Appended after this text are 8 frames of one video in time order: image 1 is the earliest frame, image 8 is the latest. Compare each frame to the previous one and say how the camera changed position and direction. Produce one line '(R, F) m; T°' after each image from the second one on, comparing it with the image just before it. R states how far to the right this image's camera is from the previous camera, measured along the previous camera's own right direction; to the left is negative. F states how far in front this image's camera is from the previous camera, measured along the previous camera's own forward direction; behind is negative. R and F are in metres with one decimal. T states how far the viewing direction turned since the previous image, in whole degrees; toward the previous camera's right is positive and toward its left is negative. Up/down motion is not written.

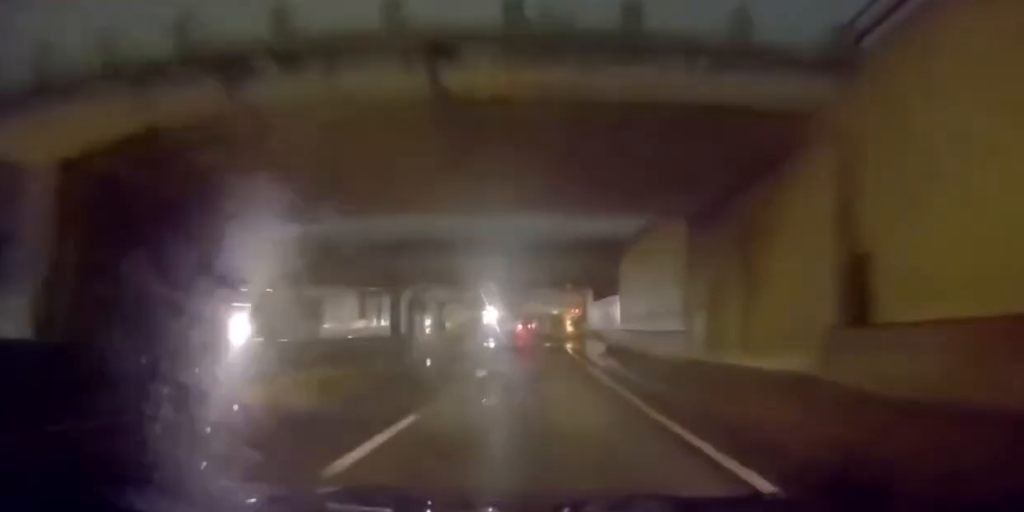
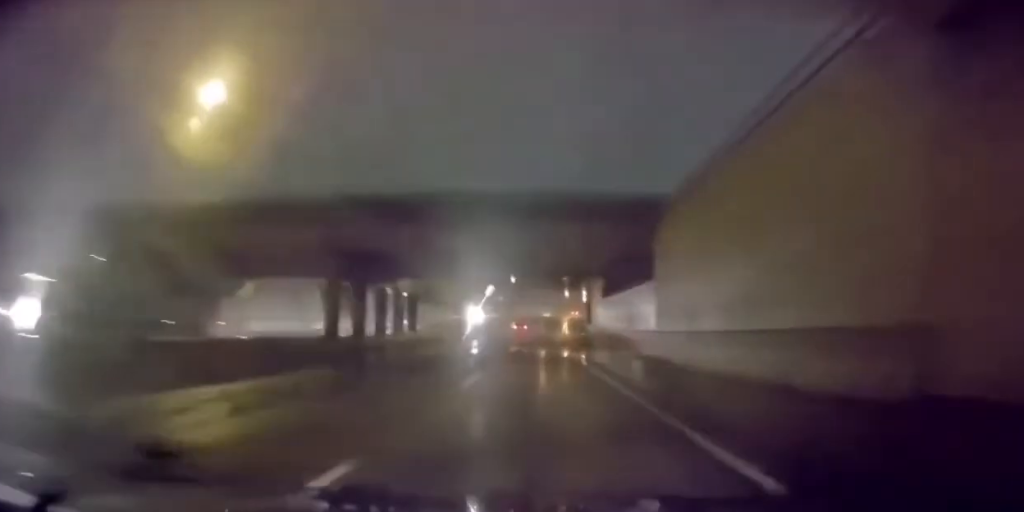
(-0.3, +14.9) m; 0°
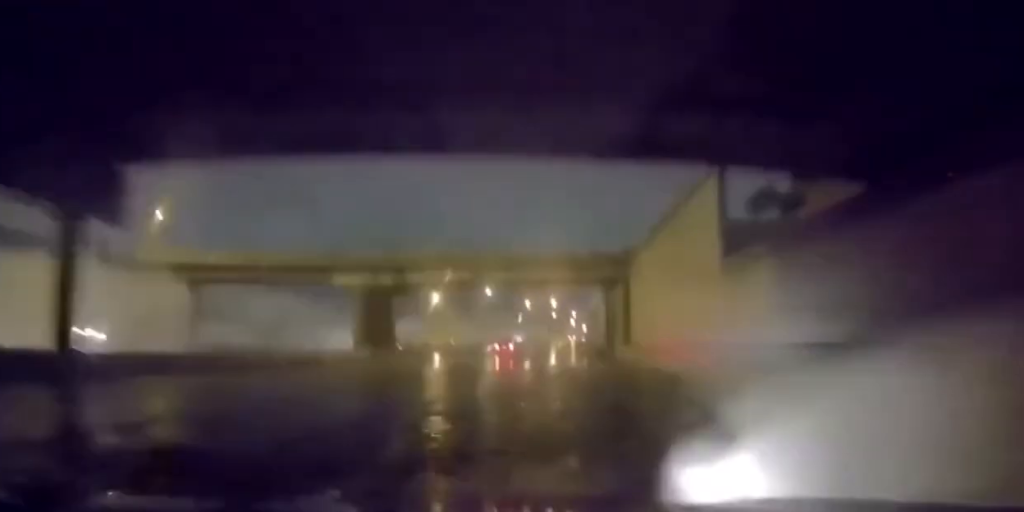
(+0.2, +46.5) m; +1°
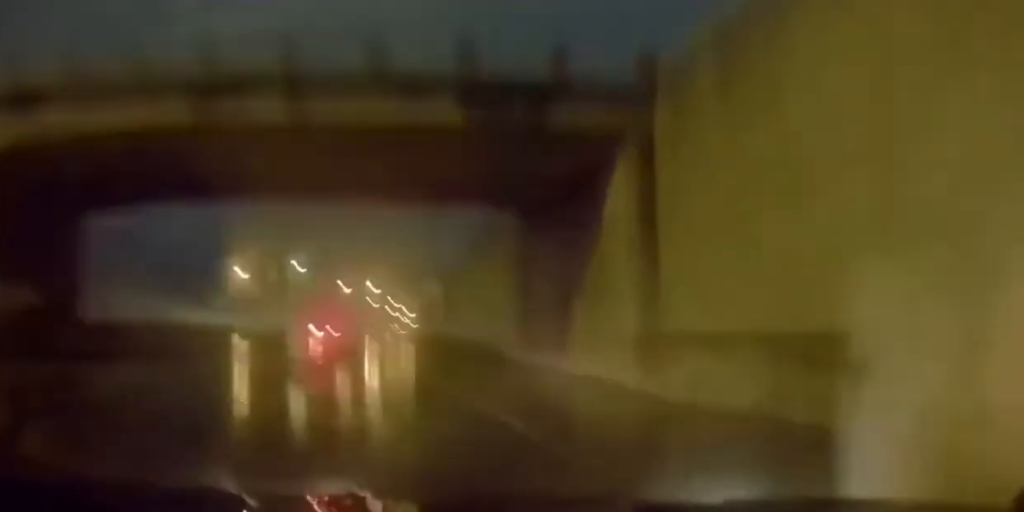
(-0.1, +34.5) m; 0°
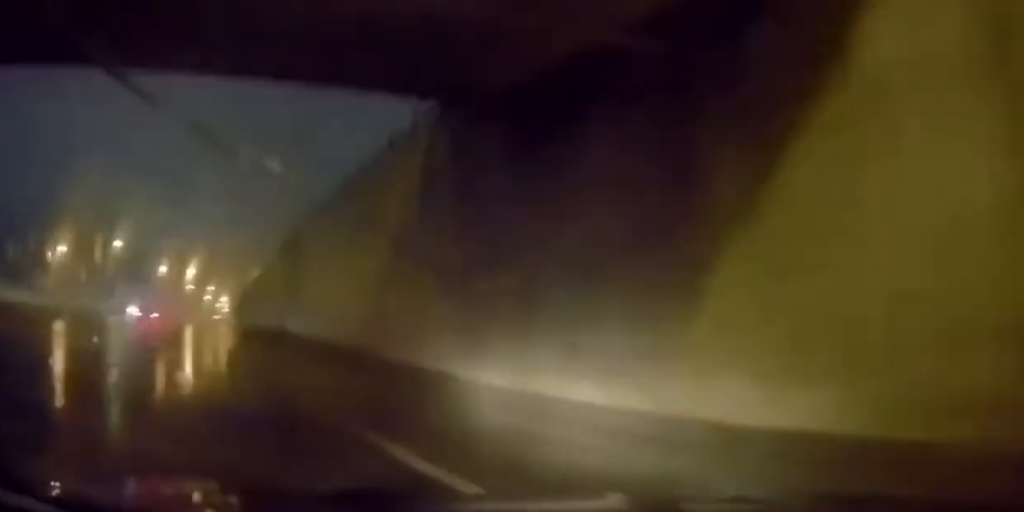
(0.0, +13.8) m; +1°
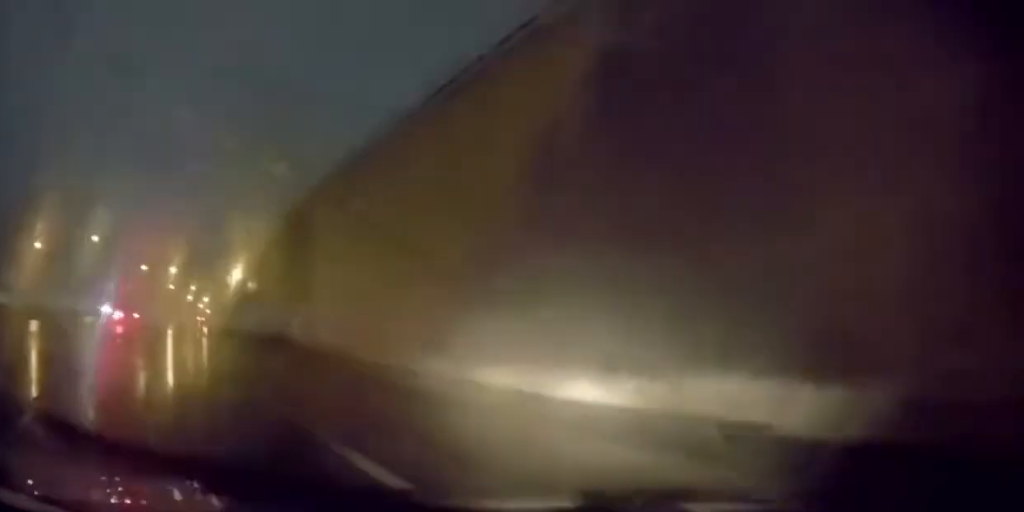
(-0.1, +11.7) m; +1°
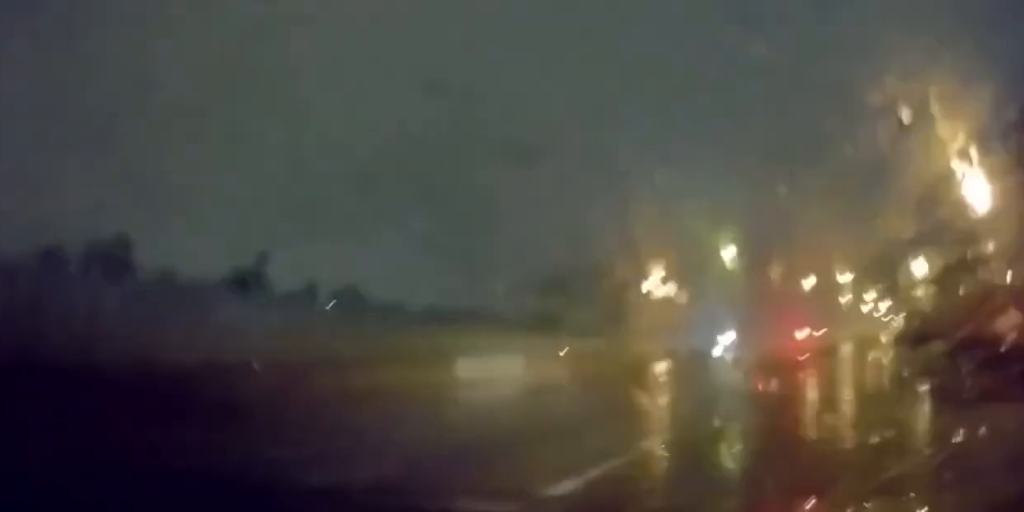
(+1.0, +38.7) m; +1°
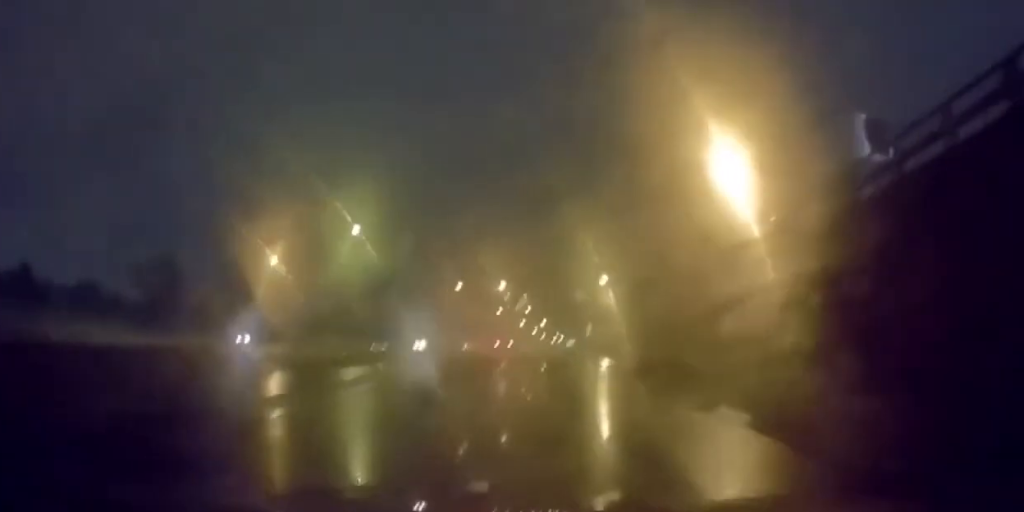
(-1.1, +39.1) m; -3°
